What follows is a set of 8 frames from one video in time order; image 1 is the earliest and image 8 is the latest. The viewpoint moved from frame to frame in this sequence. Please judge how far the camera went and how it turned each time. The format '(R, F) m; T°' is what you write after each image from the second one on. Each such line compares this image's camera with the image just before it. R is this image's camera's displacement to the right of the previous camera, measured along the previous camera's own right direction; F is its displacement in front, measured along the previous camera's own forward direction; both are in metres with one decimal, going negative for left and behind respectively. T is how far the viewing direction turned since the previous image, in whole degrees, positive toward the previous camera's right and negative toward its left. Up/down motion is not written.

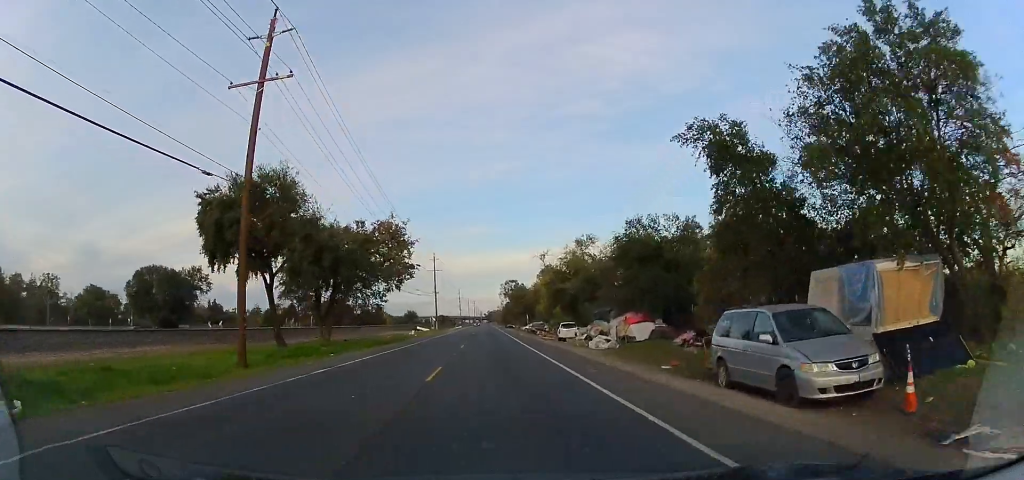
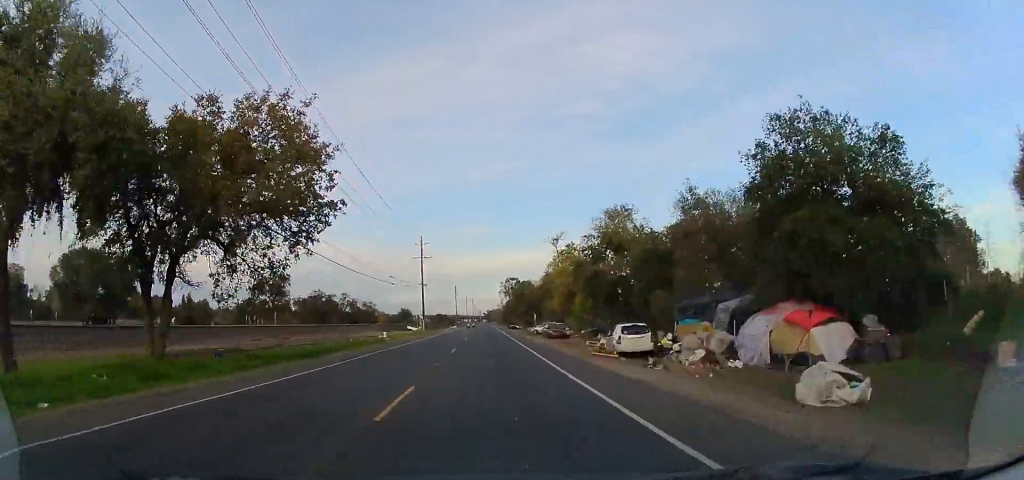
(+0.1, +18.9) m; +1°
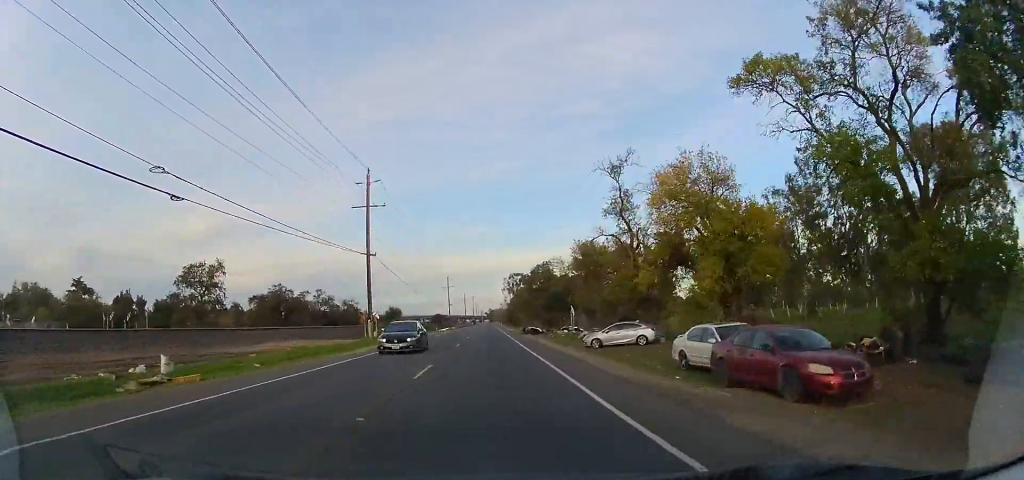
(+0.2, +38.4) m; 0°
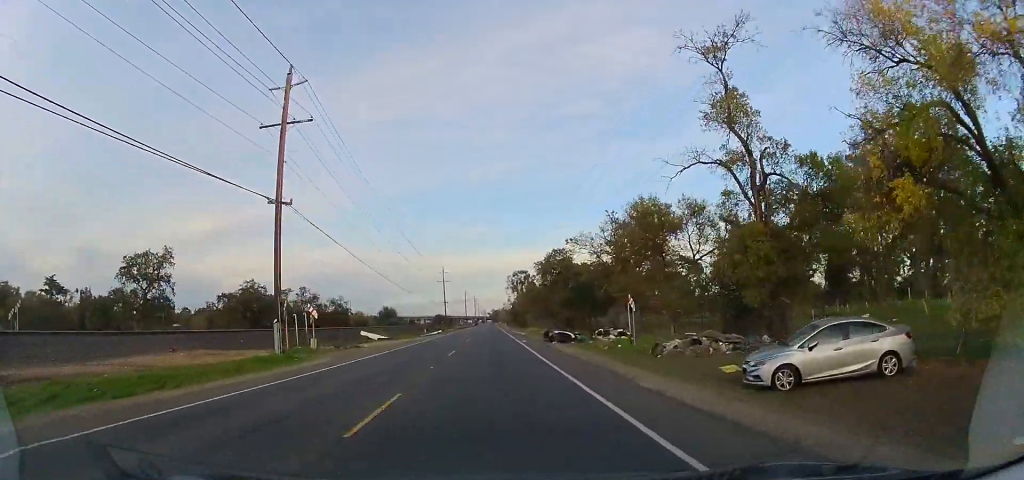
(-0.4, +20.6) m; -2°
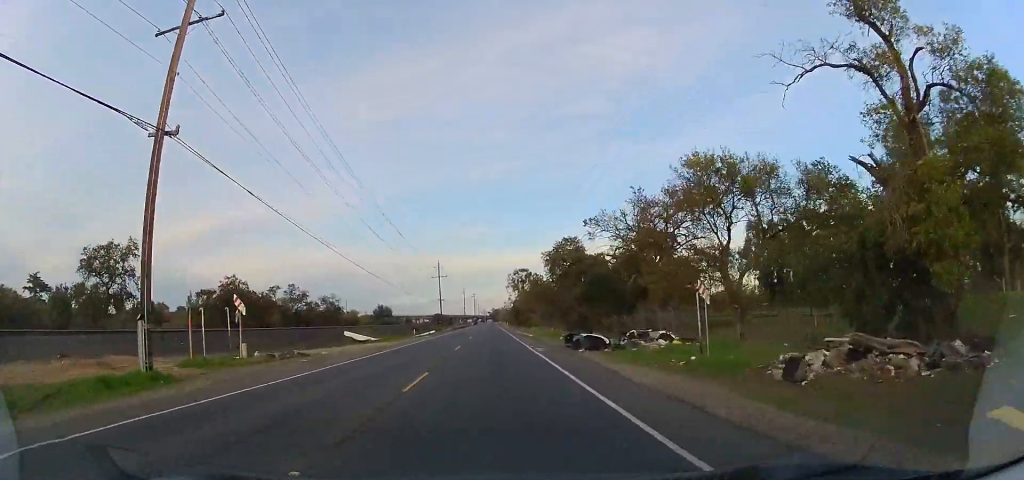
(-0.2, +10.7) m; 0°
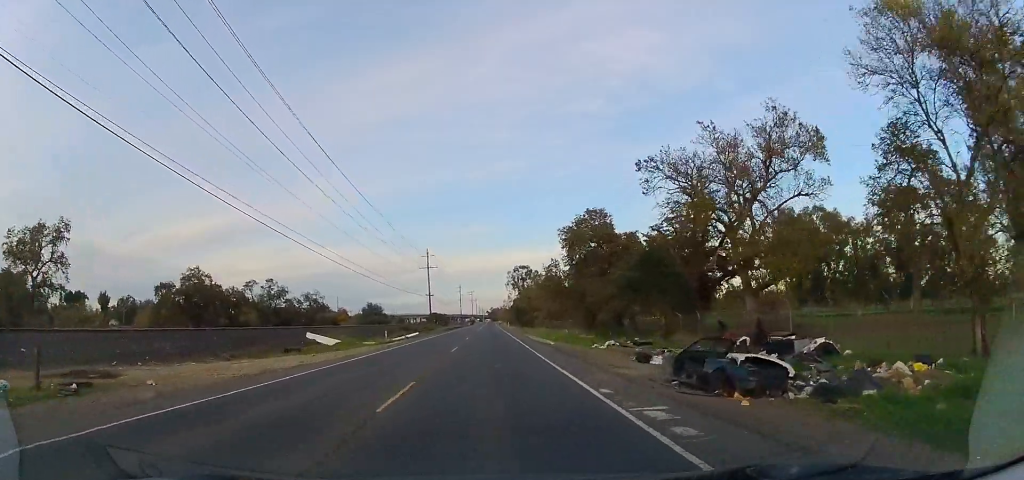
(+0.1, +16.7) m; +1°
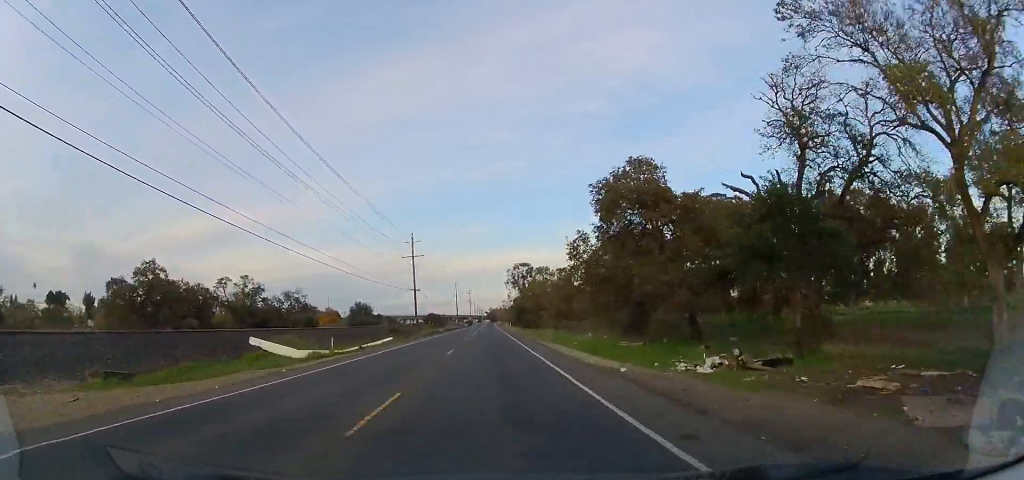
(+0.2, +16.1) m; +1°
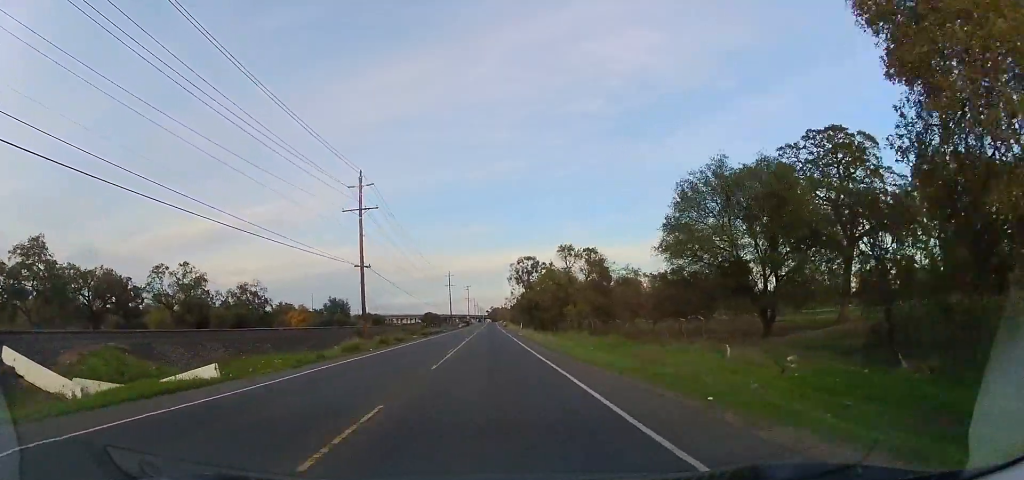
(-0.5, +30.5) m; -1°
